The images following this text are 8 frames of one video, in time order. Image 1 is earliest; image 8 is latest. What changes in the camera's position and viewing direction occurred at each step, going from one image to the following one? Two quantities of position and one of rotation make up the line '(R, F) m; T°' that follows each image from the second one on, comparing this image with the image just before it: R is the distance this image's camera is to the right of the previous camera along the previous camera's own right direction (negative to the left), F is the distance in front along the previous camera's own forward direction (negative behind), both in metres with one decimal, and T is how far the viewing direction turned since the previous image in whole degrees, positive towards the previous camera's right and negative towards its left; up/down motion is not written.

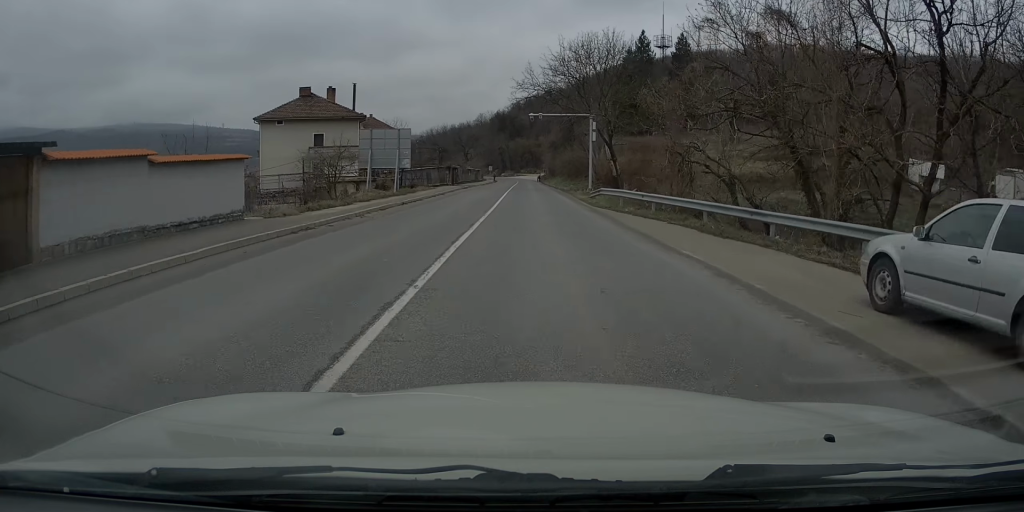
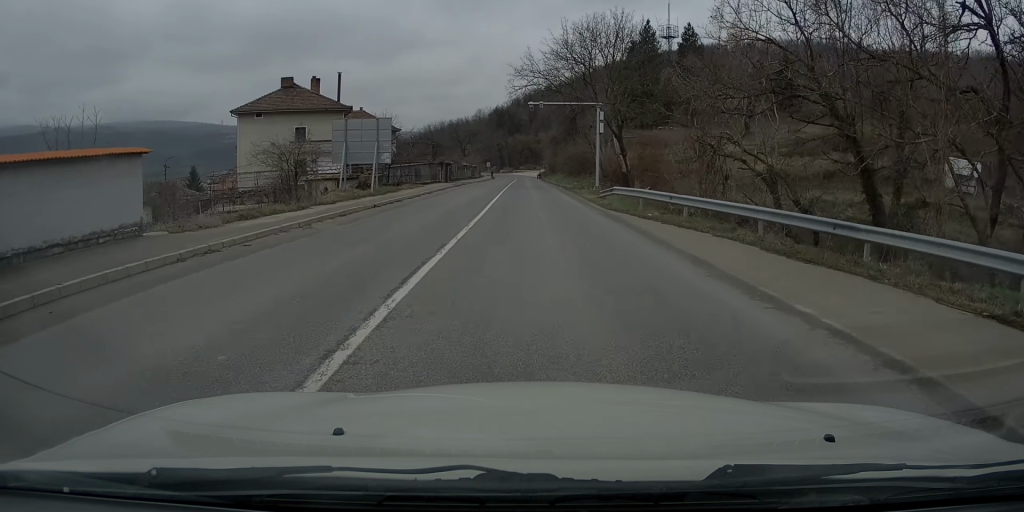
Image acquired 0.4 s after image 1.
(0.0, +5.1) m; +1°
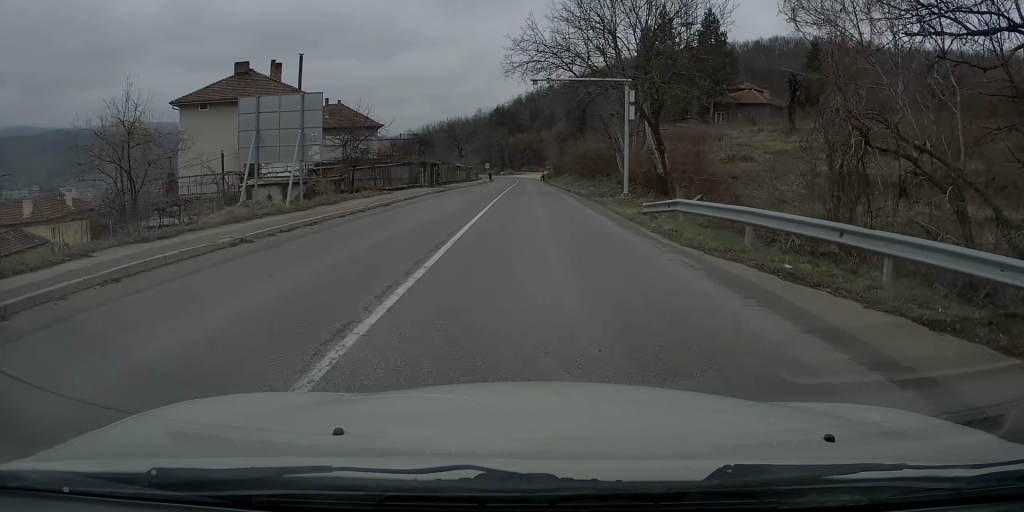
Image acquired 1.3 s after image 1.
(+0.1, +11.1) m; +1°
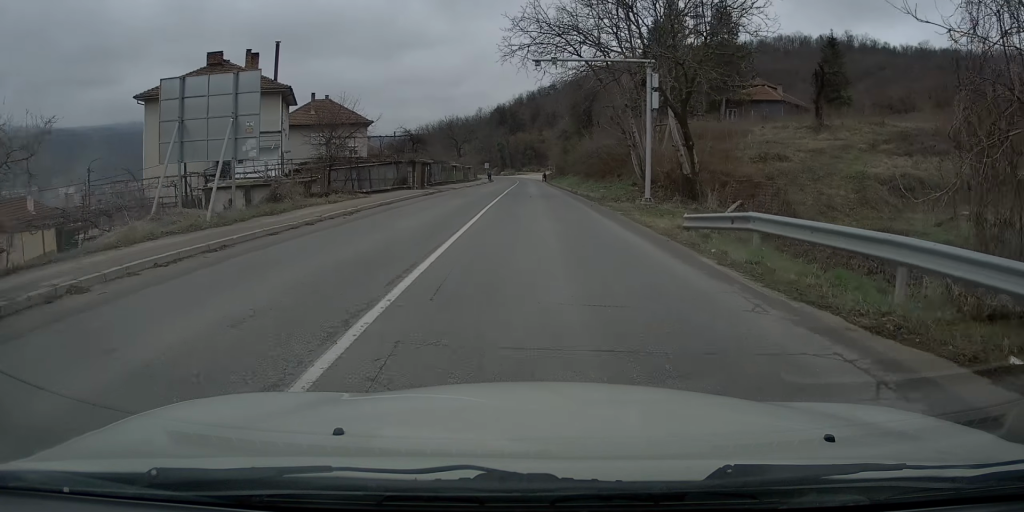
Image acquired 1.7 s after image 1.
(0.0, +5.2) m; 0°
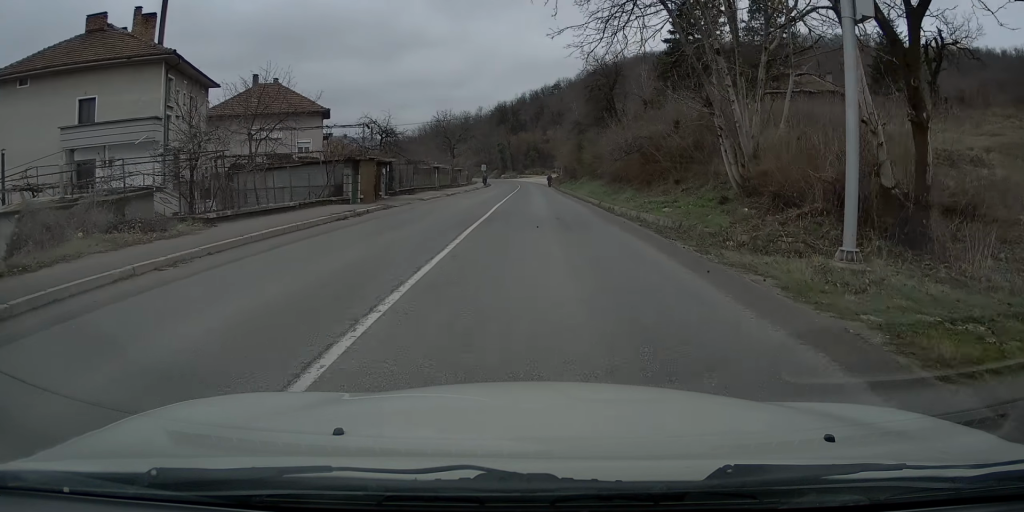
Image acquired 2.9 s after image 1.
(+0.1, +15.8) m; 0°
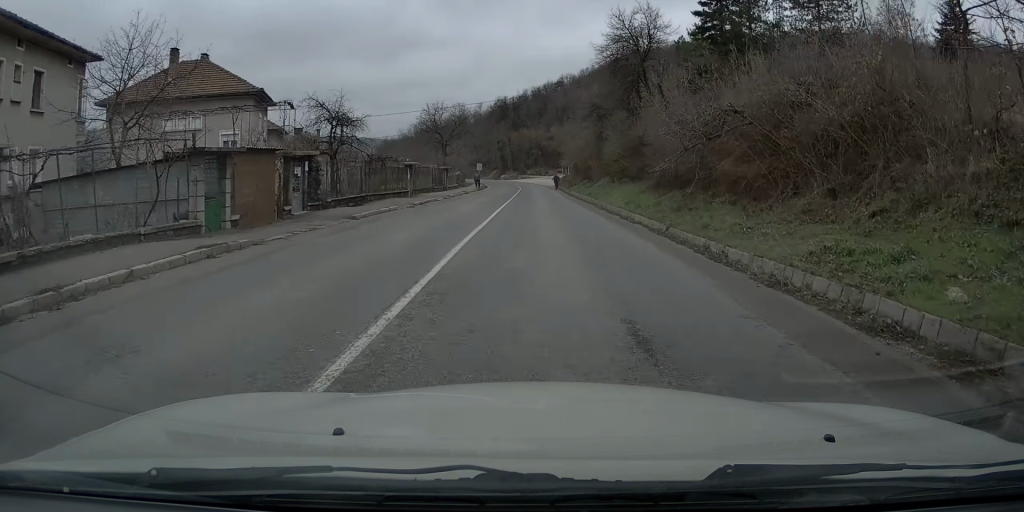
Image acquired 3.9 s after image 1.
(-0.1, +13.4) m; -1°
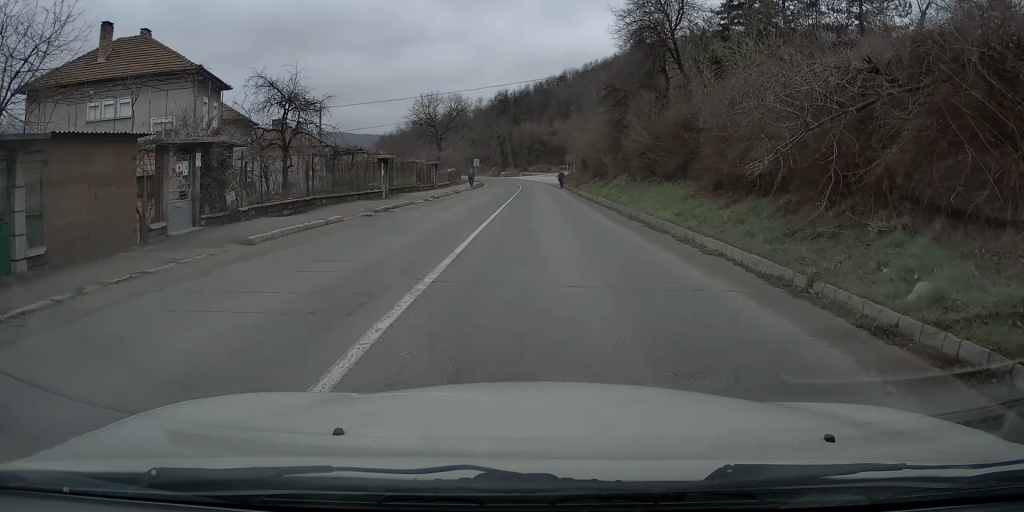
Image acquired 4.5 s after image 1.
(-0.1, +7.7) m; 0°
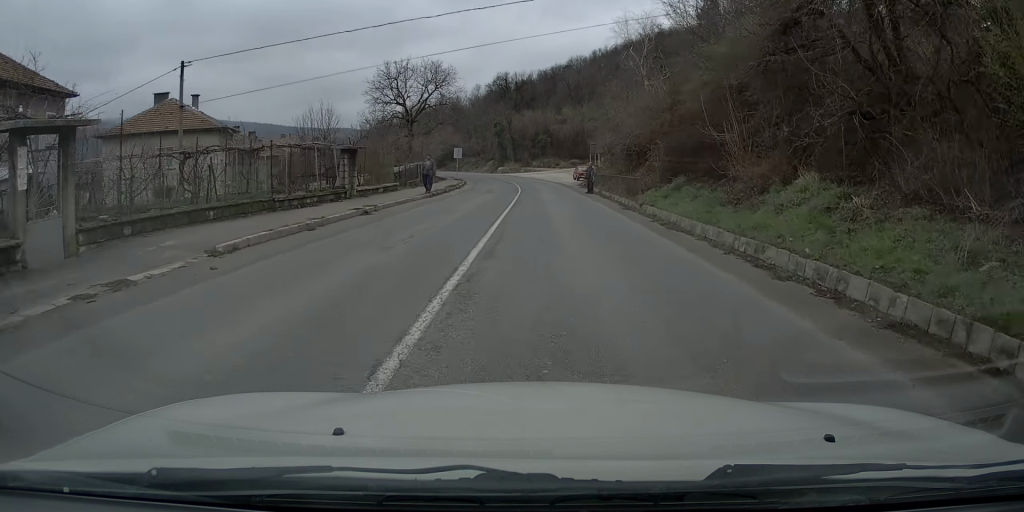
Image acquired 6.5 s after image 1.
(+0.1, +25.8) m; 0°
